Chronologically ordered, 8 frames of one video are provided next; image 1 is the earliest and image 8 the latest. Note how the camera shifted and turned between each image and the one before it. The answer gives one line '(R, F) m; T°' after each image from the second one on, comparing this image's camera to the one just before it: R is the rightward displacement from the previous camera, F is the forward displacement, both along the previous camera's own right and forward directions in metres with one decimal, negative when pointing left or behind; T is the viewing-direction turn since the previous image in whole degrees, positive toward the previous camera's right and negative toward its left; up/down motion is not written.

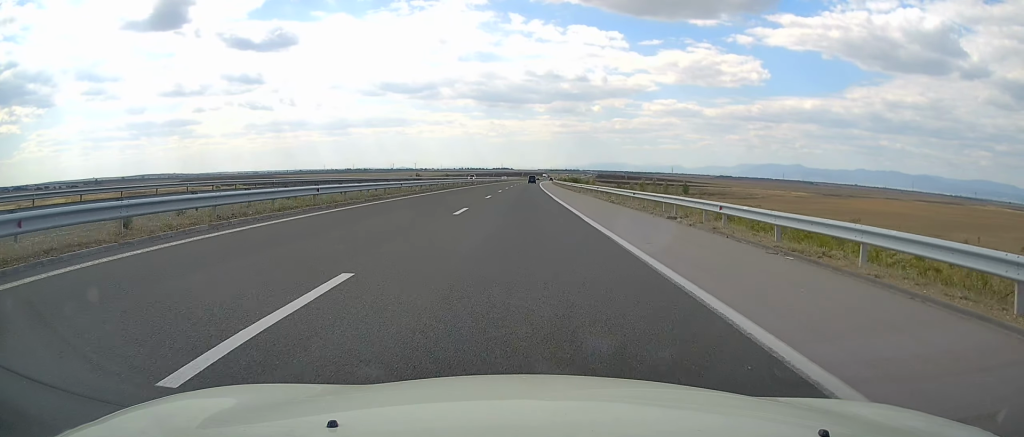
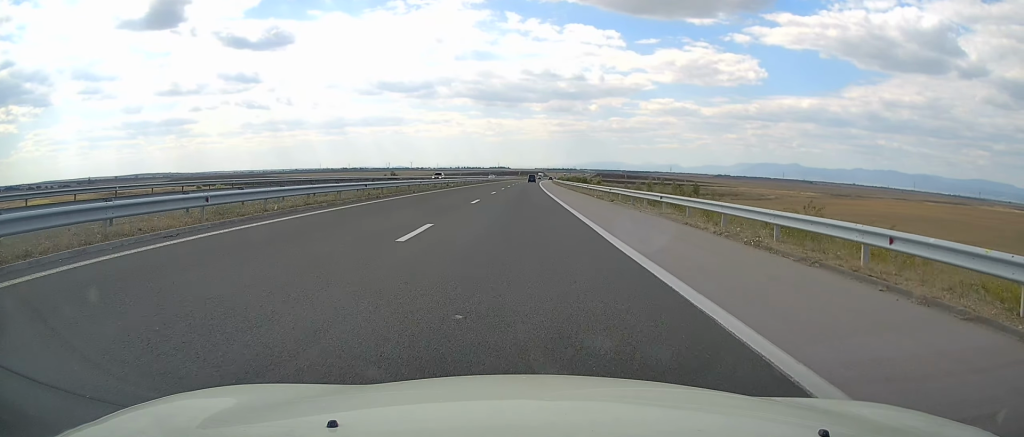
(+0.2, +24.3) m; 0°
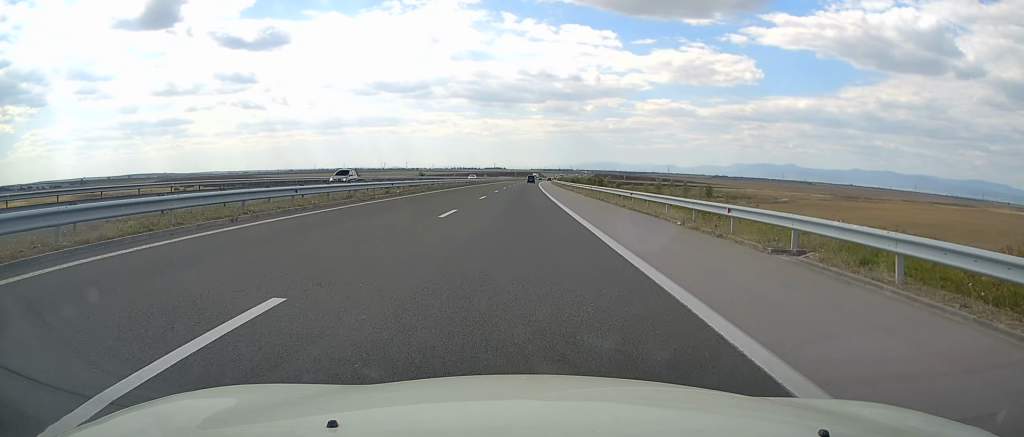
(0.0, +25.3) m; 0°
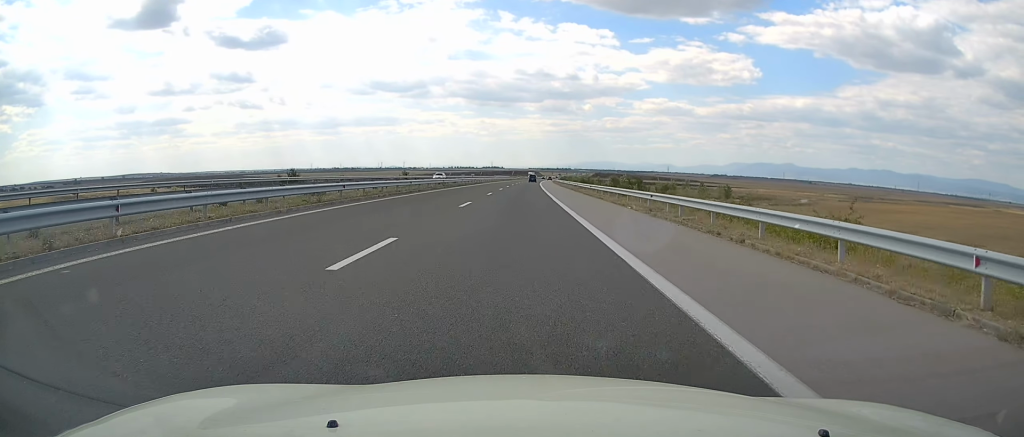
(0.0, +26.2) m; +1°
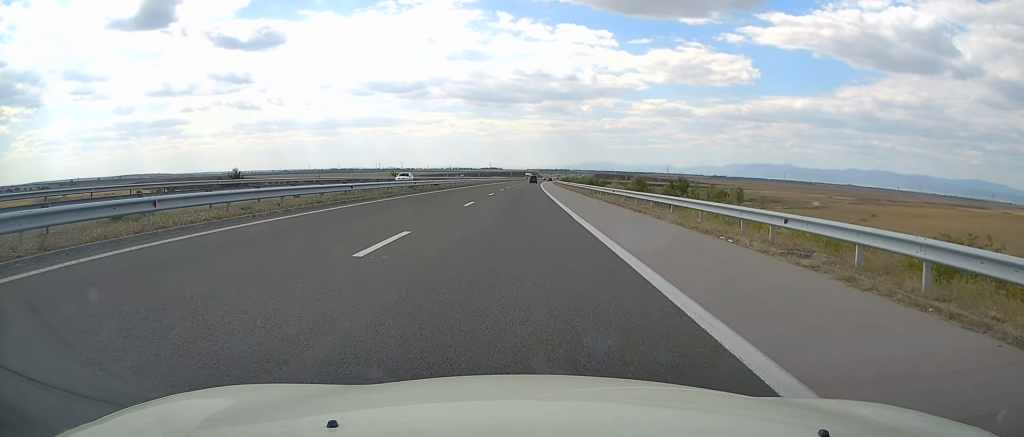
(0.0, +14.7) m; 0°
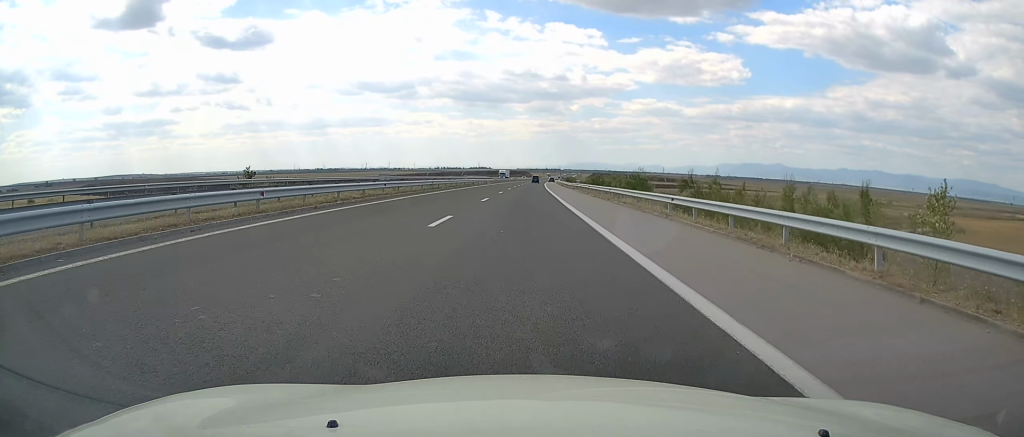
(+0.1, +90.2) m; 0°
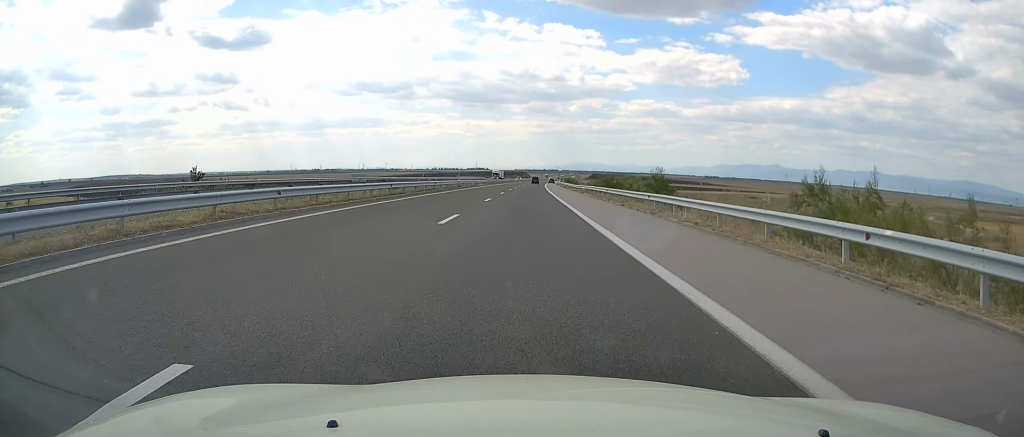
(+0.2, +14.7) m; +1°
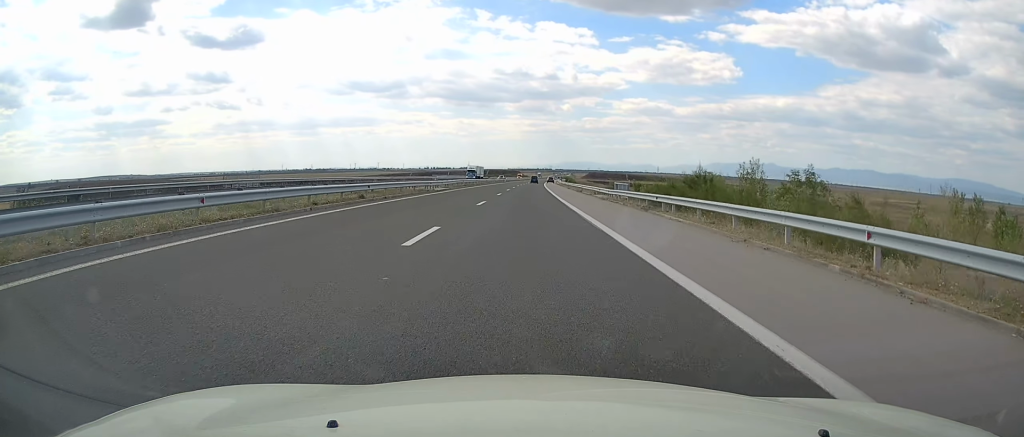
(+0.5, +36.8) m; +1°
